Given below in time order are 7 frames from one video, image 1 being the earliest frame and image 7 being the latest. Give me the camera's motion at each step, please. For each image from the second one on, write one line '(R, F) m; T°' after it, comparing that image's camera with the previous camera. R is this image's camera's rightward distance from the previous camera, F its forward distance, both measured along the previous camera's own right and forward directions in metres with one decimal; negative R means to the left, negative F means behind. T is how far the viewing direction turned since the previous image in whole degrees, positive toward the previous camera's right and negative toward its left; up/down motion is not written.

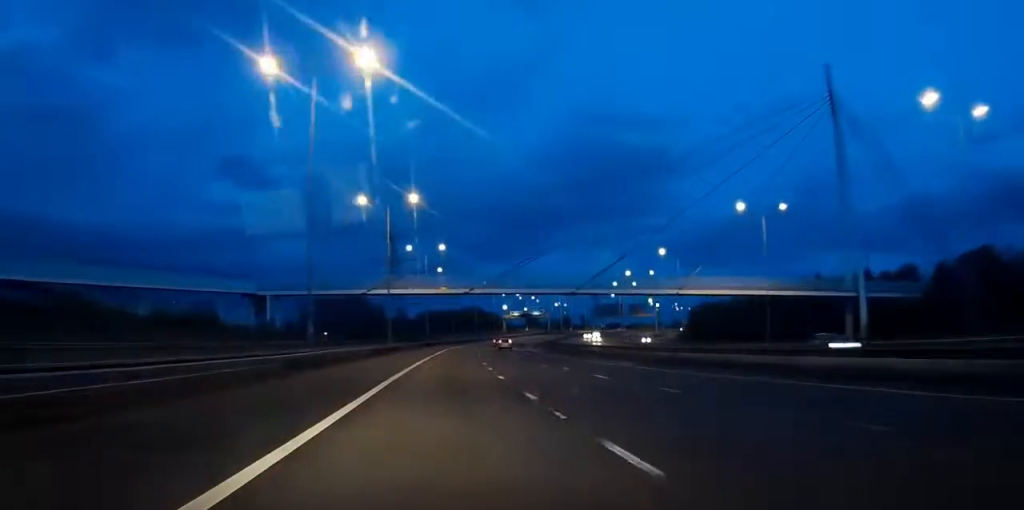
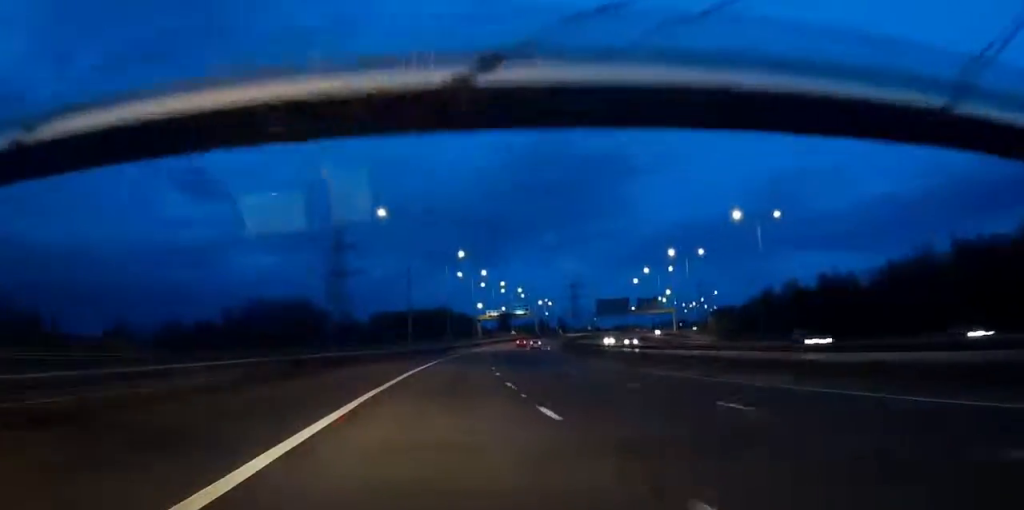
(+0.1, +75.6) m; 0°
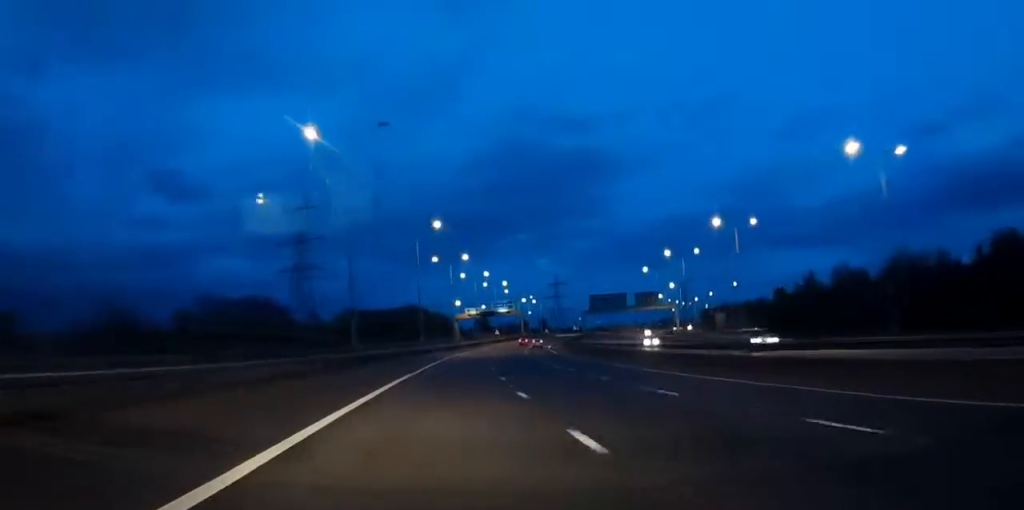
(0.0, +30.5) m; +2°
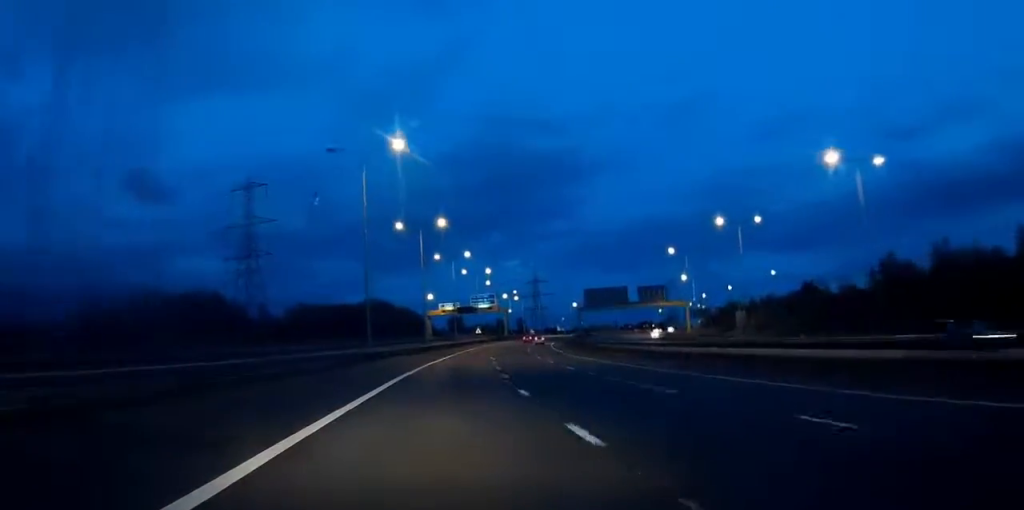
(+1.3, +35.4) m; +3°
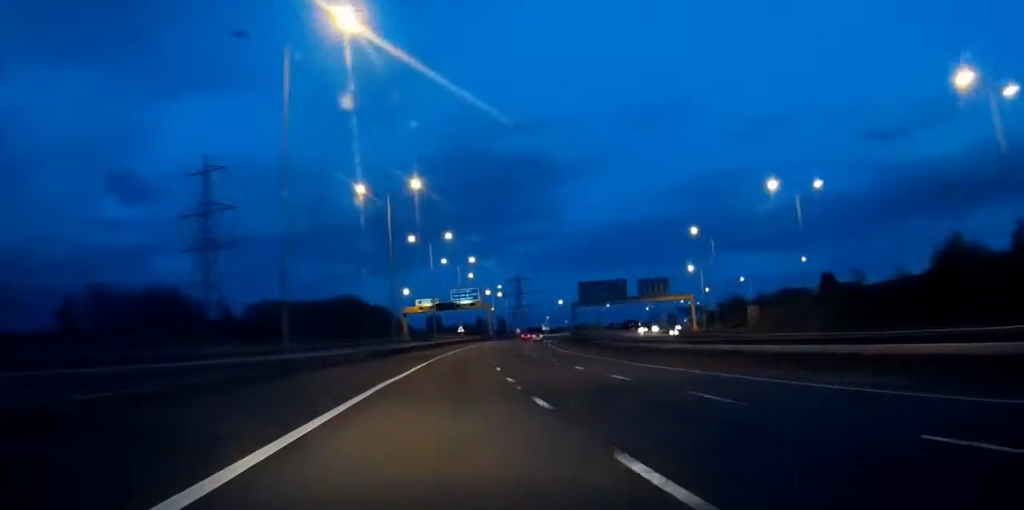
(+0.4, +21.6) m; +1°
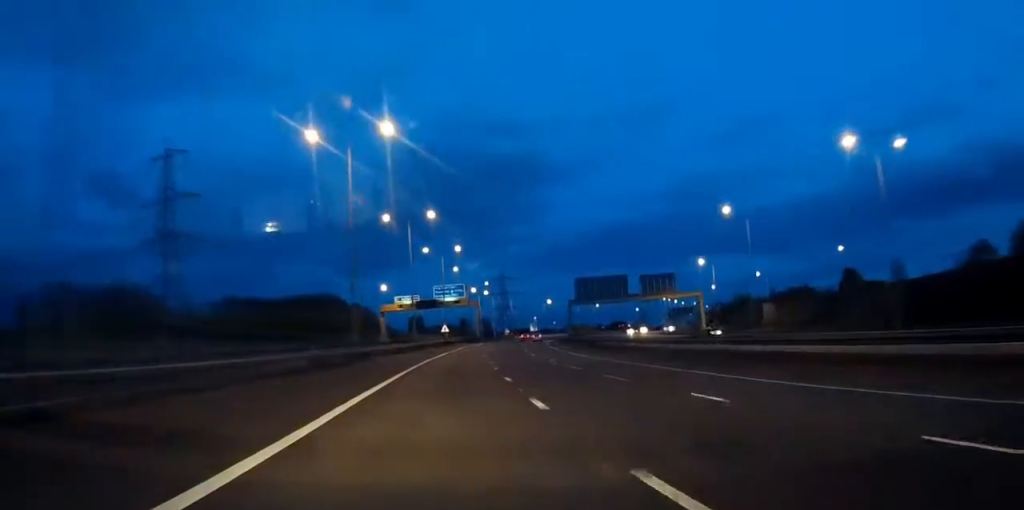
(+0.1, +18.1) m; +1°
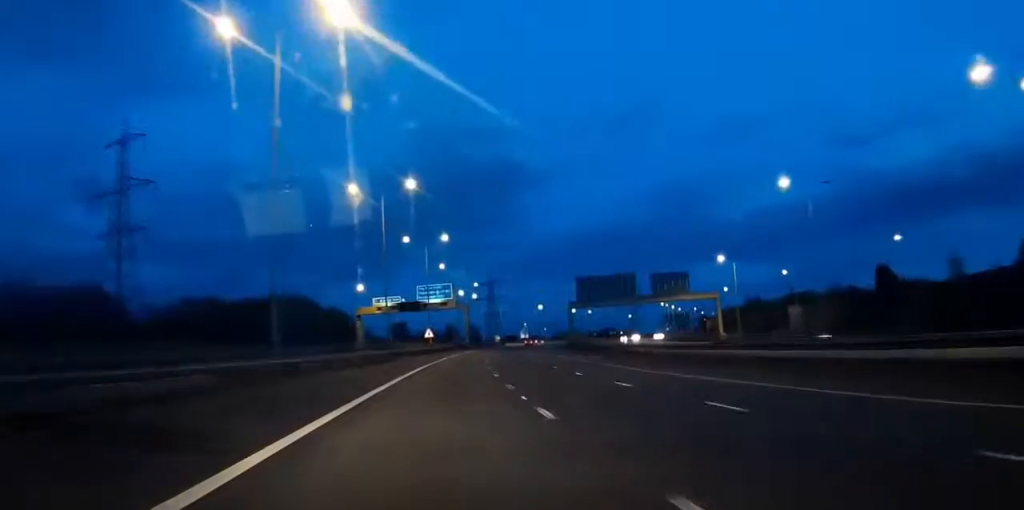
(+0.4, +19.2) m; +1°
